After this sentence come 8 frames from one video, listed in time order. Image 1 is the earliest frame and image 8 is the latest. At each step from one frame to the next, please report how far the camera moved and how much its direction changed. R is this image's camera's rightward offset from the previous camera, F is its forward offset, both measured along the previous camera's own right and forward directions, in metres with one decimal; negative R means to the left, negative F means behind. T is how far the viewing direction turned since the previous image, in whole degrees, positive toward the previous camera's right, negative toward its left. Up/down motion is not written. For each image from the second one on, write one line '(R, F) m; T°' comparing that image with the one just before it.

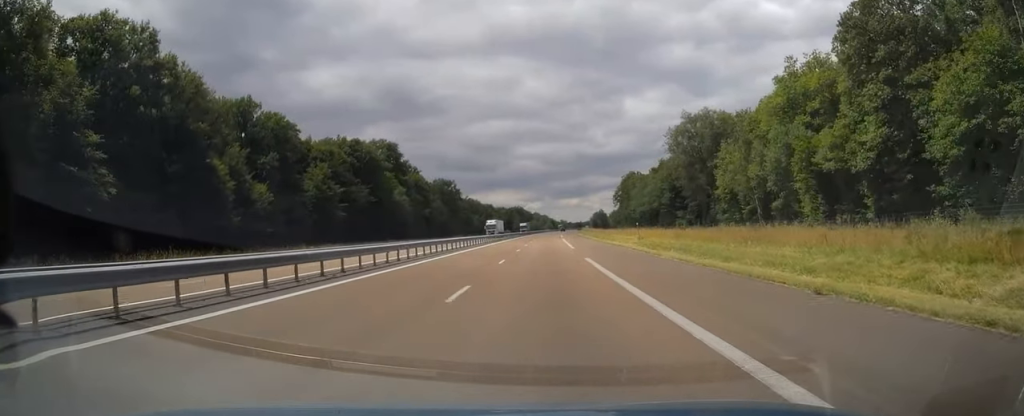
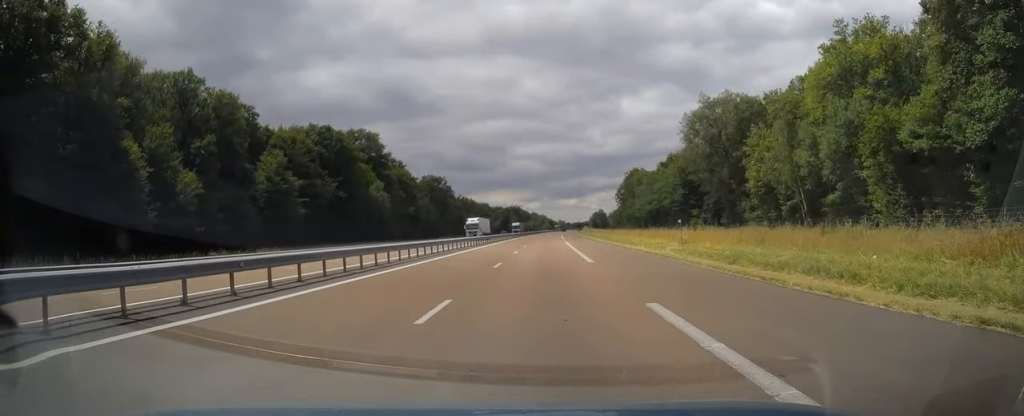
(0.0, +15.6) m; 0°
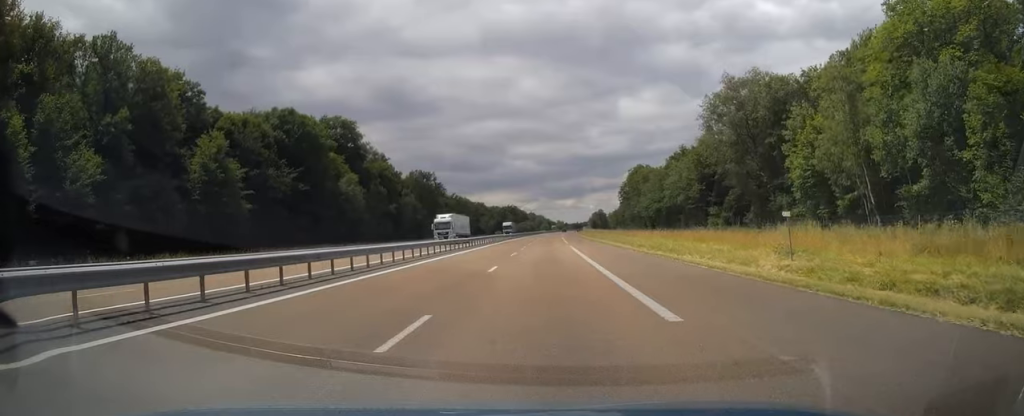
(+0.1, +15.2) m; 0°
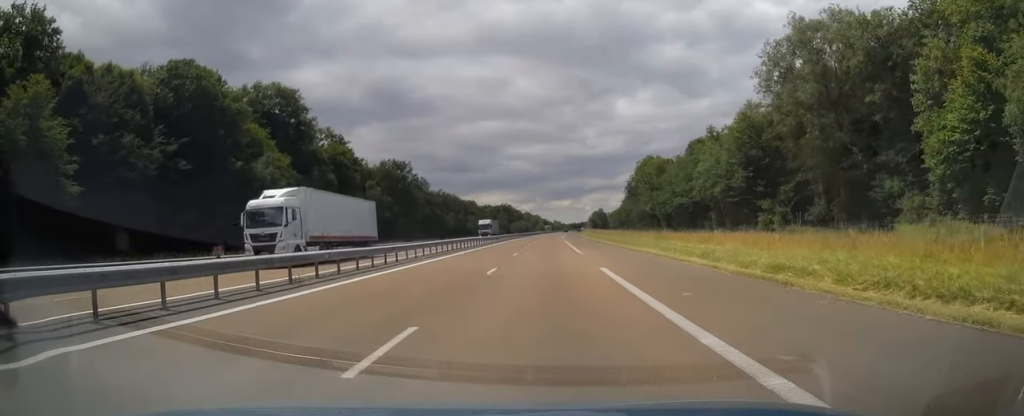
(+0.2, +27.5) m; 0°
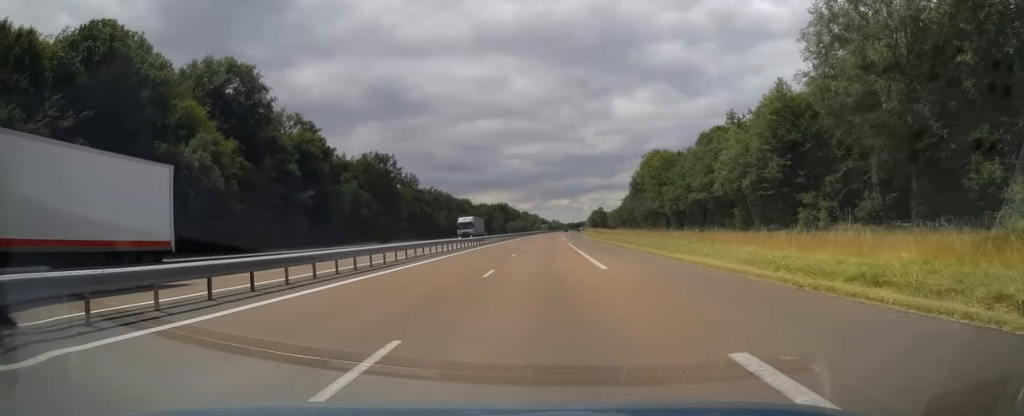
(-0.1, +14.2) m; 0°
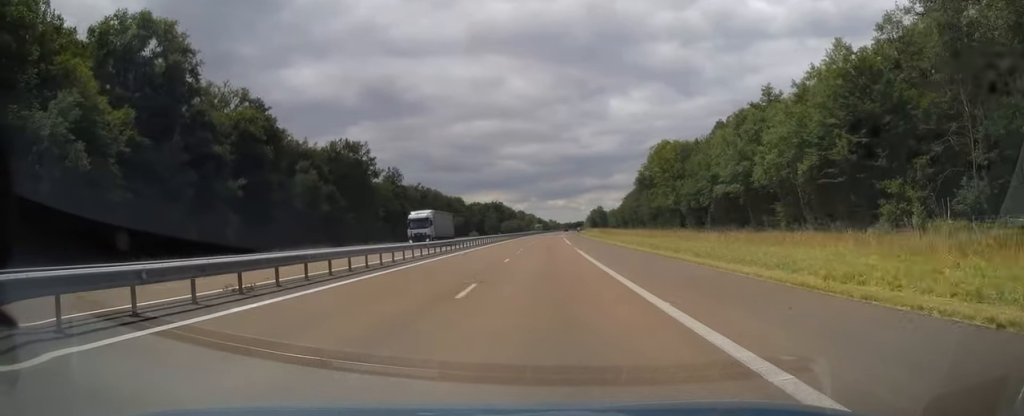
(0.0, +18.7) m; 0°
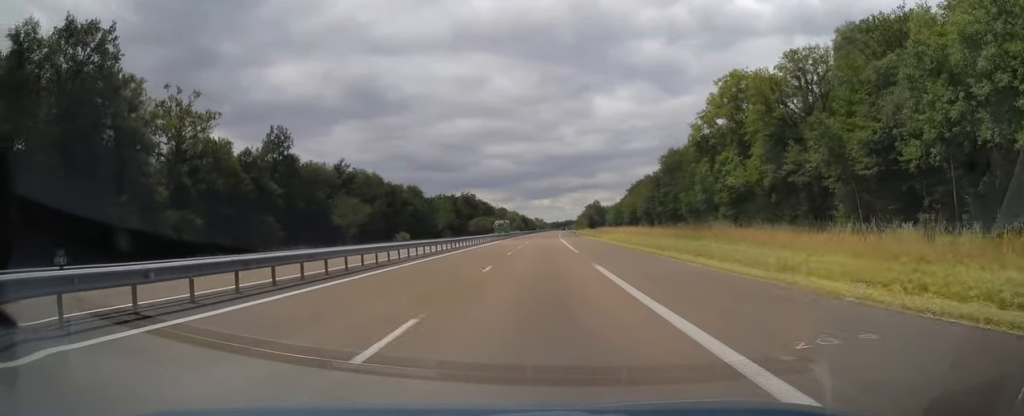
(+0.8, +71.8) m; +1°
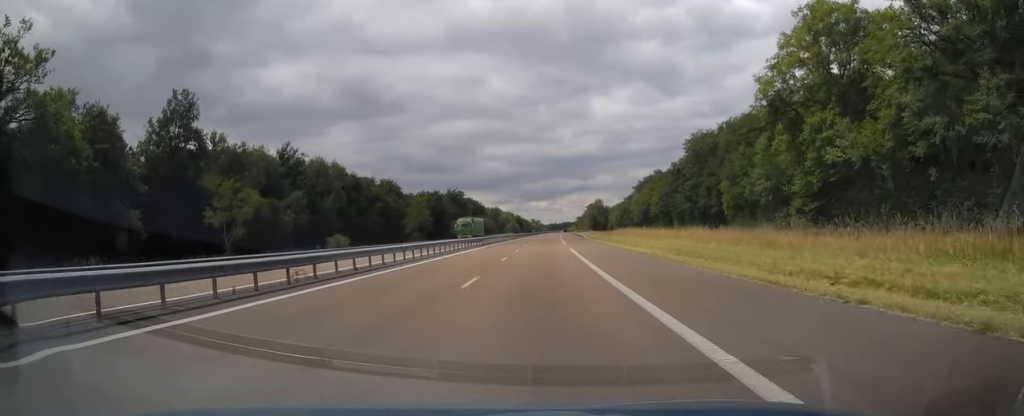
(+0.2, +30.8) m; 0°
